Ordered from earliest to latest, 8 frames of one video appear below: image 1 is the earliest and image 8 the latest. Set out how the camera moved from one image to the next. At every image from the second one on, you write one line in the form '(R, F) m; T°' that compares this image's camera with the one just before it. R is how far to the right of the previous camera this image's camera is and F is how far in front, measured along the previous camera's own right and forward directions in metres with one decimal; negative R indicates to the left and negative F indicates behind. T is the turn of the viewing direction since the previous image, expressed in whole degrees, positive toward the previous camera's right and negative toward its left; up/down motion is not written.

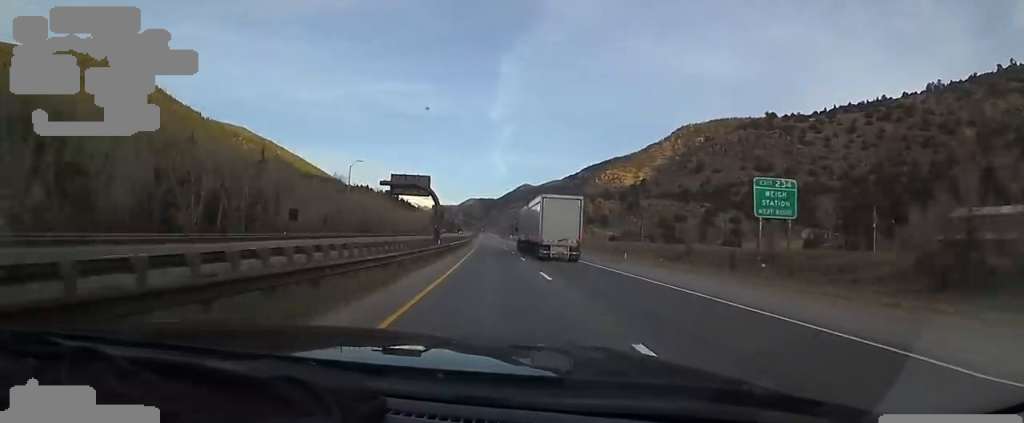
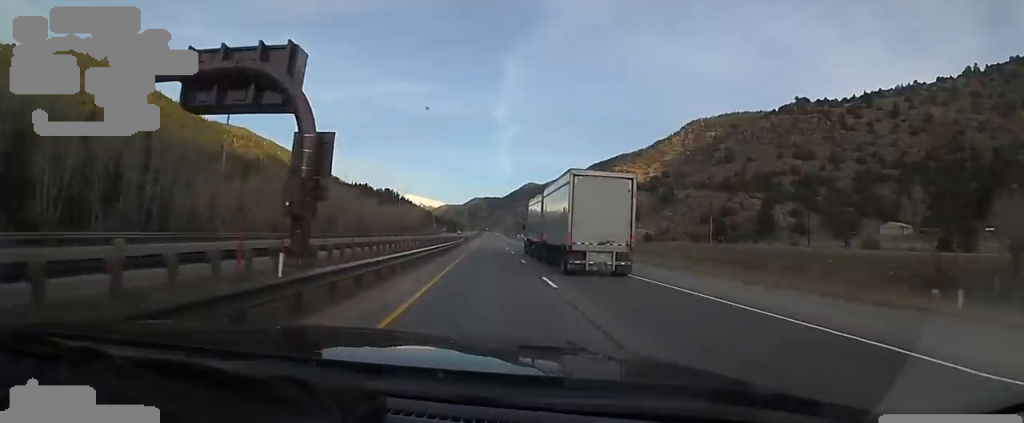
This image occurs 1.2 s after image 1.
(0.0, +38.8) m; 0°
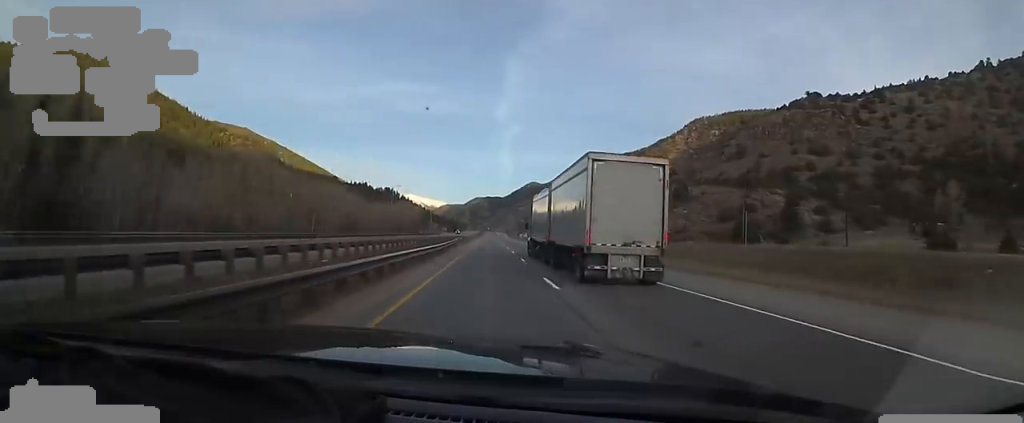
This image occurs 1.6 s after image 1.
(0.0, +12.6) m; 0°
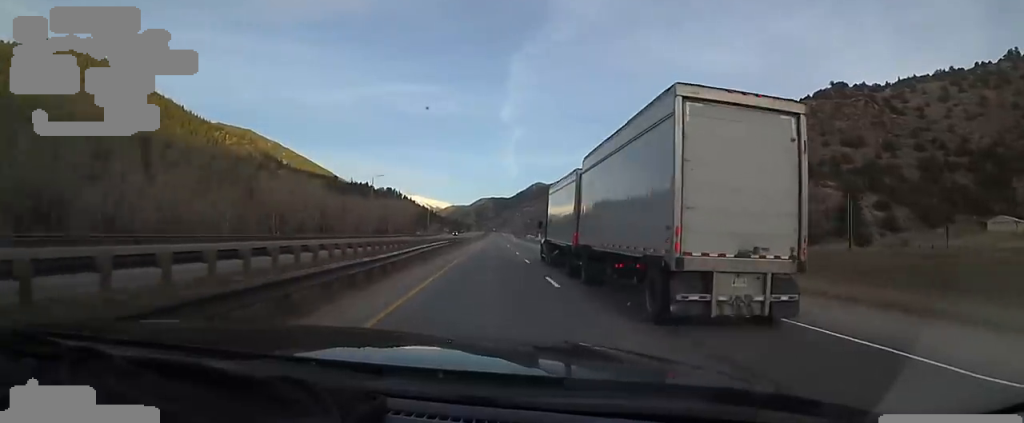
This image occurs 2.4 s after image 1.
(+0.1, +23.9) m; -2°
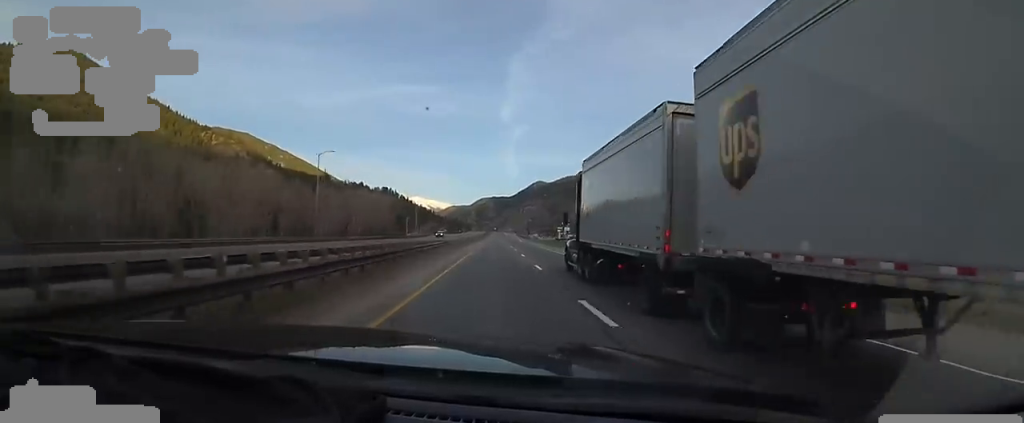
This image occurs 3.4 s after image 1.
(-1.2, +30.0) m; -1°
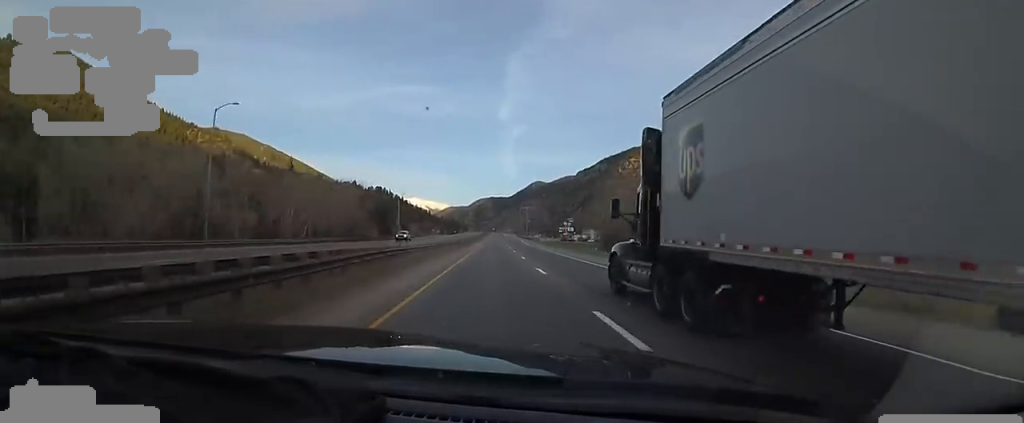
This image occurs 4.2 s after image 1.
(+0.6, +25.8) m; 0°
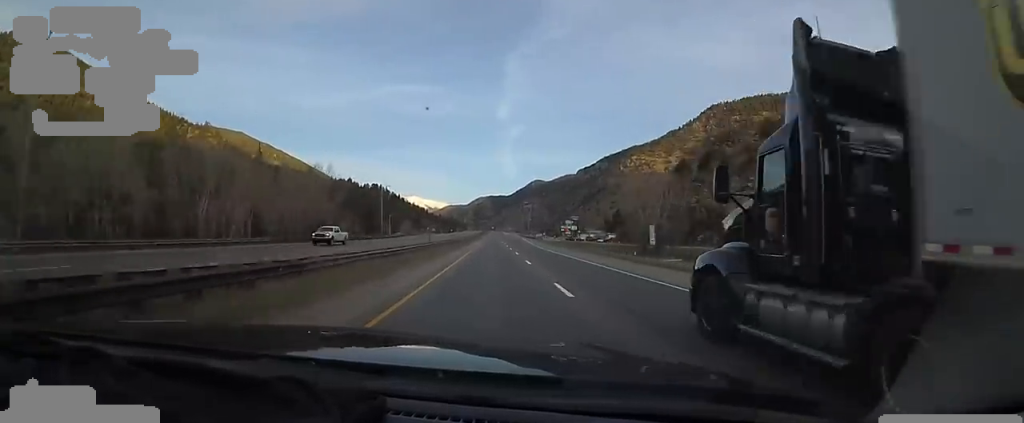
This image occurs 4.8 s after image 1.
(+0.2, +18.6) m; 0°
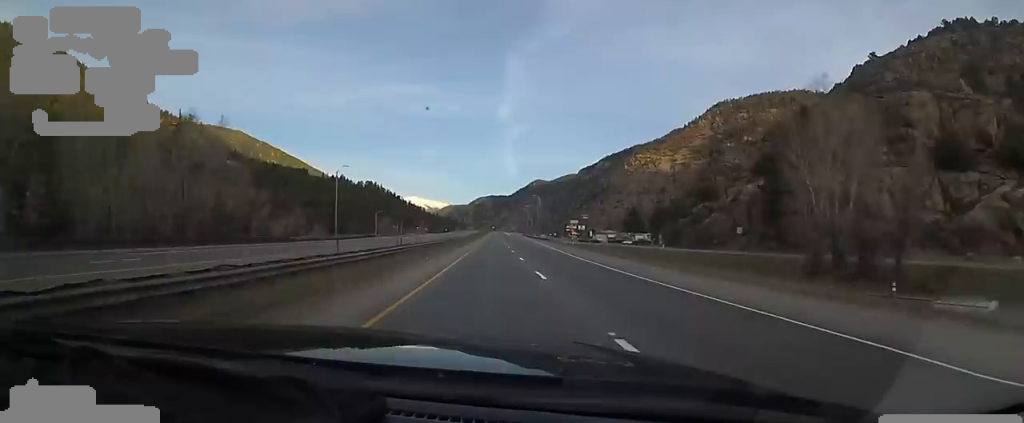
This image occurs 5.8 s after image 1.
(-0.8, +32.0) m; +1°
